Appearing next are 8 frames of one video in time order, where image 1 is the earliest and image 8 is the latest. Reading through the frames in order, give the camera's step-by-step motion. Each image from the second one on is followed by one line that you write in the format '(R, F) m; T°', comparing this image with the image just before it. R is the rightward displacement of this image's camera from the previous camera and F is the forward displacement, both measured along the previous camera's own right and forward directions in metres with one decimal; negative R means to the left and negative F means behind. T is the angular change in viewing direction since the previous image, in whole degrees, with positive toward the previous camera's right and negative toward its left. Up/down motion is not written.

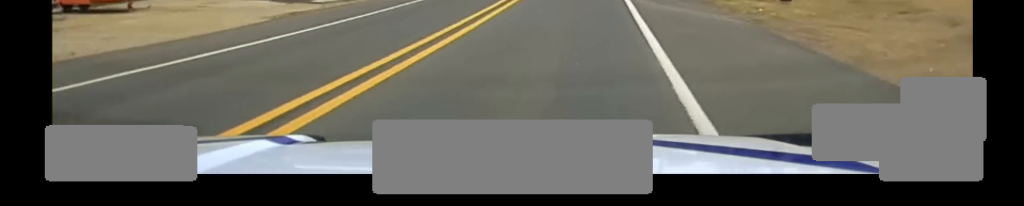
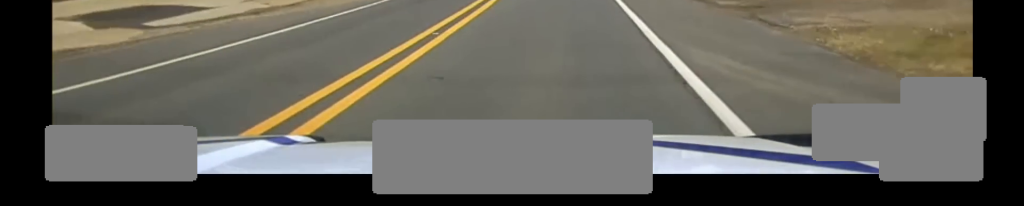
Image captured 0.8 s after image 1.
(0.0, +12.0) m; +1°
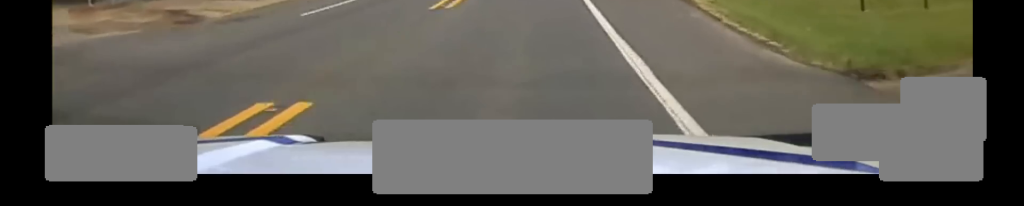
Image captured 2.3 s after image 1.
(+1.5, +27.8) m; +4°
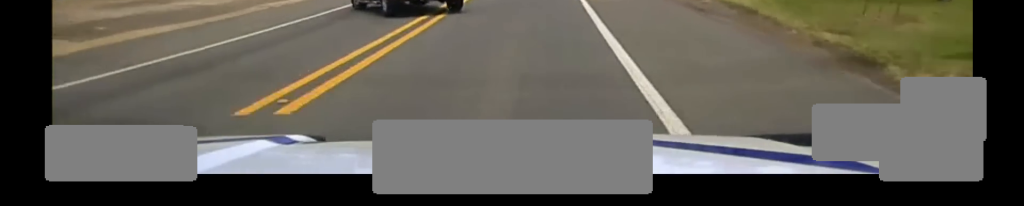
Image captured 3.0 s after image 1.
(0.0, +13.9) m; -1°
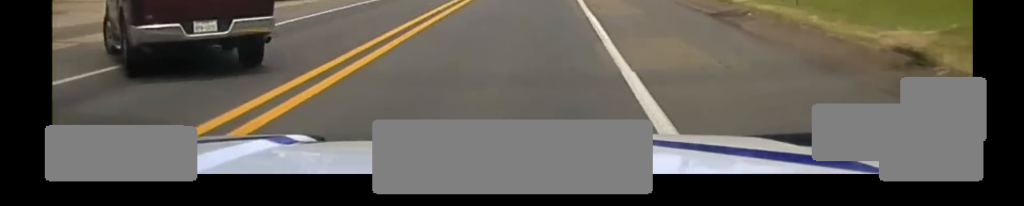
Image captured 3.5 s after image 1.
(-0.3, +11.6) m; -1°
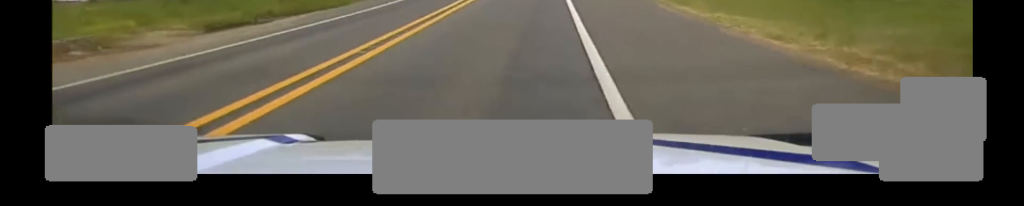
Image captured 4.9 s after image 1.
(+0.4, +32.8) m; +1°
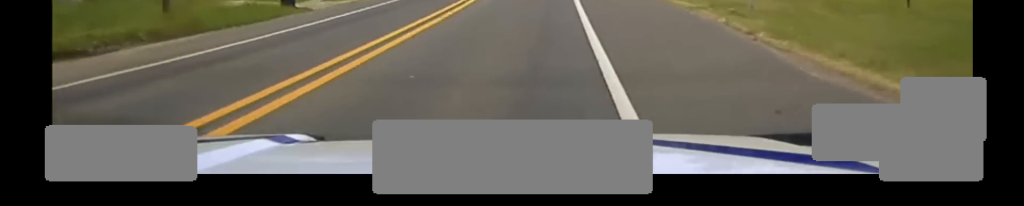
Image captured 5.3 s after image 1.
(+0.1, +10.8) m; 0°
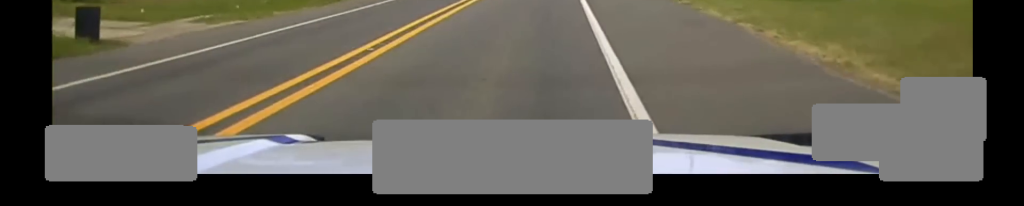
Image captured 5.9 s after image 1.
(-0.1, +14.7) m; 0°
